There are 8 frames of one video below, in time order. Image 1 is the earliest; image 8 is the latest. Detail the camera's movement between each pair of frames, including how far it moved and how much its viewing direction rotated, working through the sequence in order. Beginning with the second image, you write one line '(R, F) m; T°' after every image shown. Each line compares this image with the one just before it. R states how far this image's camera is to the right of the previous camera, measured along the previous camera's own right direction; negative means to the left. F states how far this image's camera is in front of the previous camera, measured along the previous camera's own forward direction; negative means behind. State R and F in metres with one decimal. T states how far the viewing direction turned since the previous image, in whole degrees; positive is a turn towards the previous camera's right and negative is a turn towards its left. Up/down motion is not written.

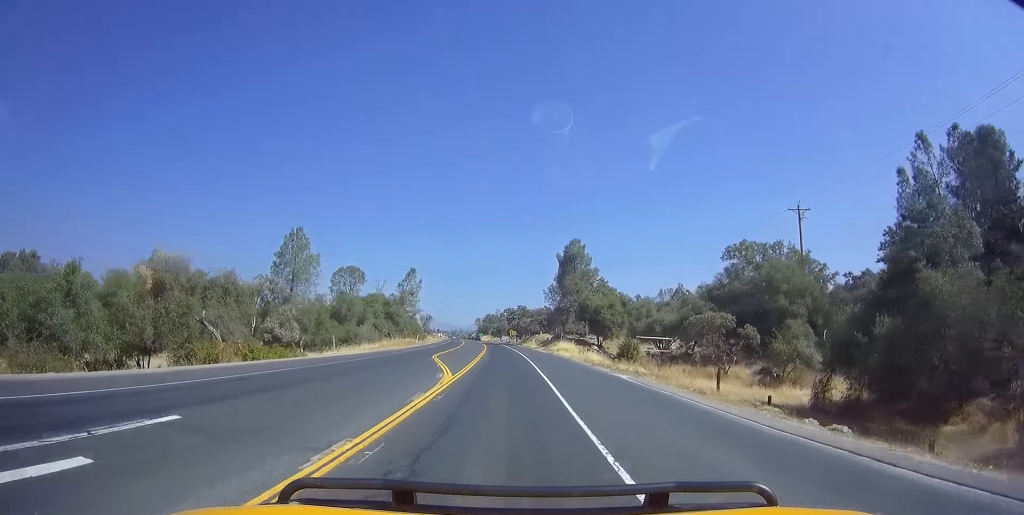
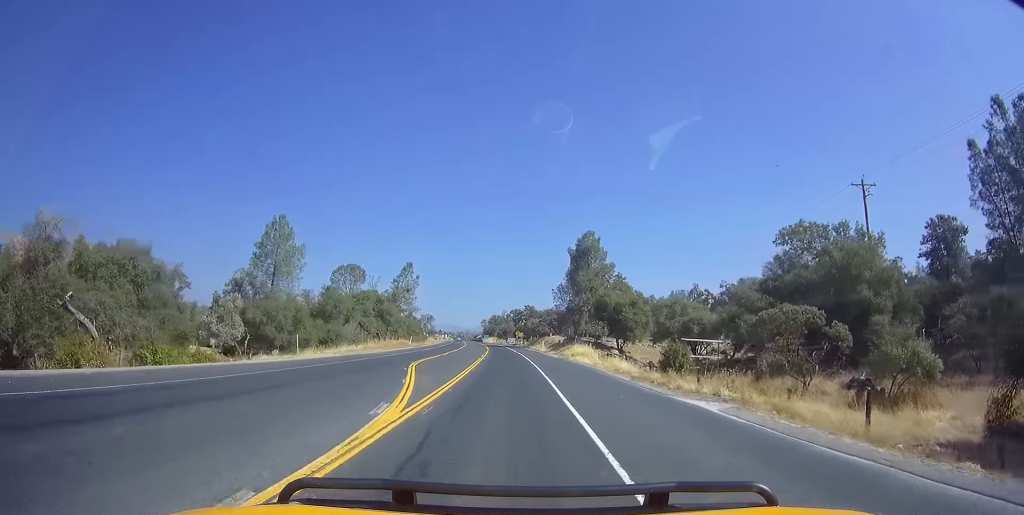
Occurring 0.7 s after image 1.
(0.0, +10.6) m; -1°
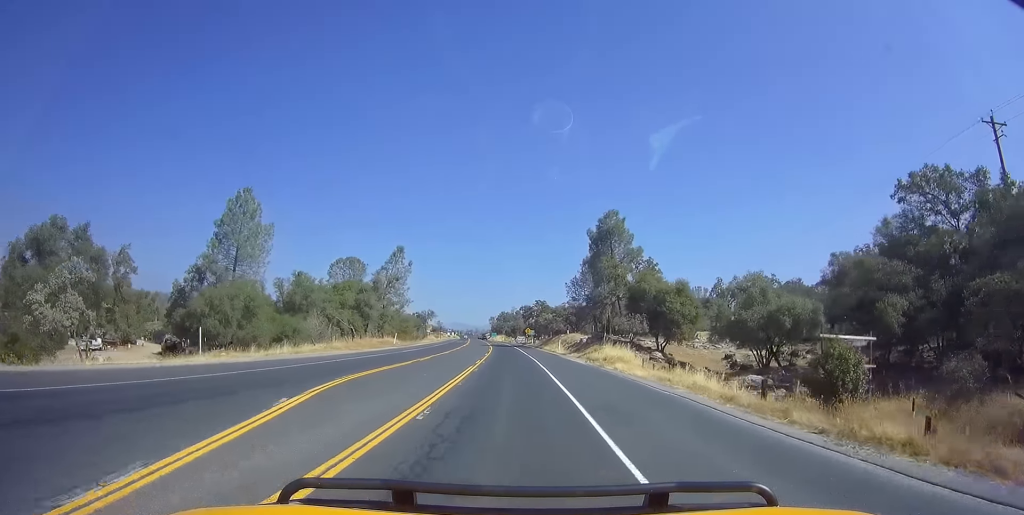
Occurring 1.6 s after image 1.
(-0.1, +15.3) m; -3°
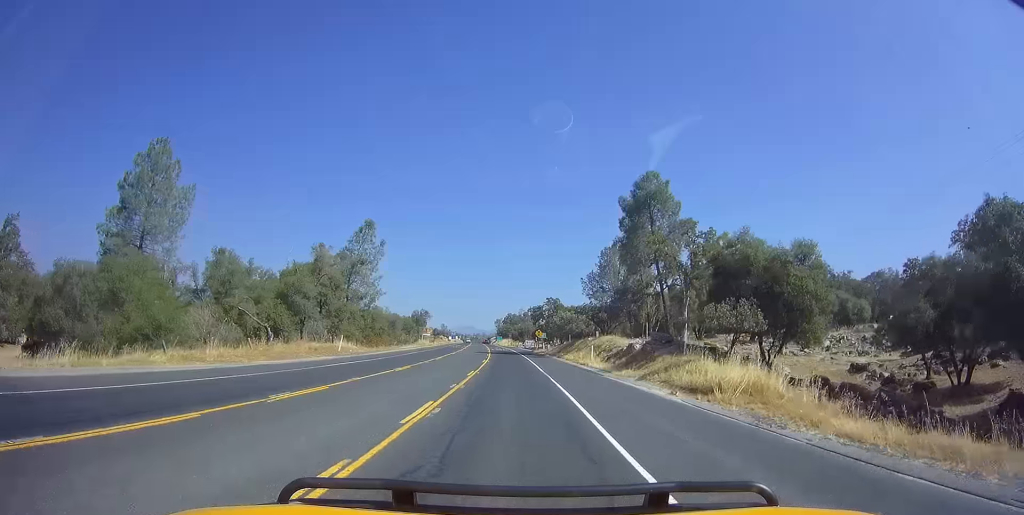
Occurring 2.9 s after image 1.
(-0.5, +21.7) m; 0°
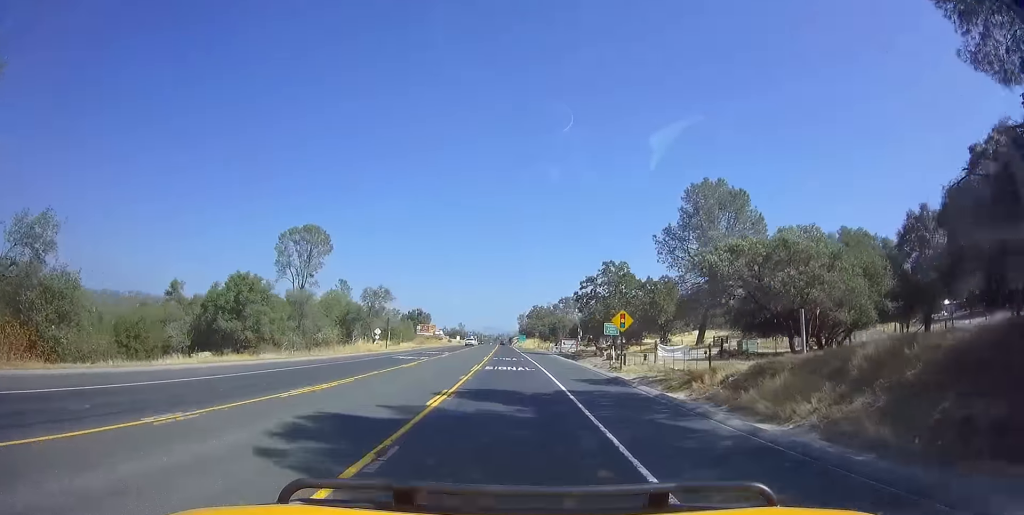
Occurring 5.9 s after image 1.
(-0.1, +56.0) m; -1°
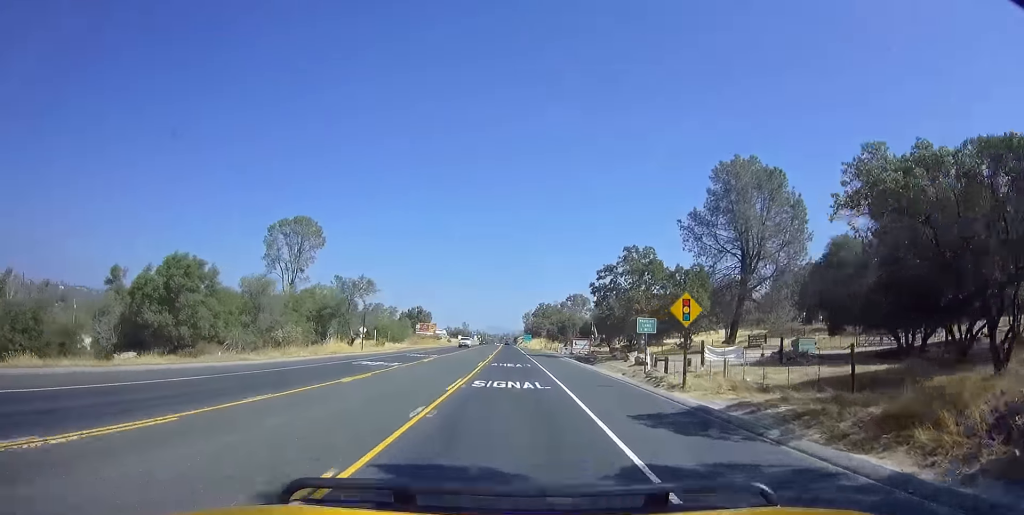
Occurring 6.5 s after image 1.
(-0.3, +10.7) m; -1°
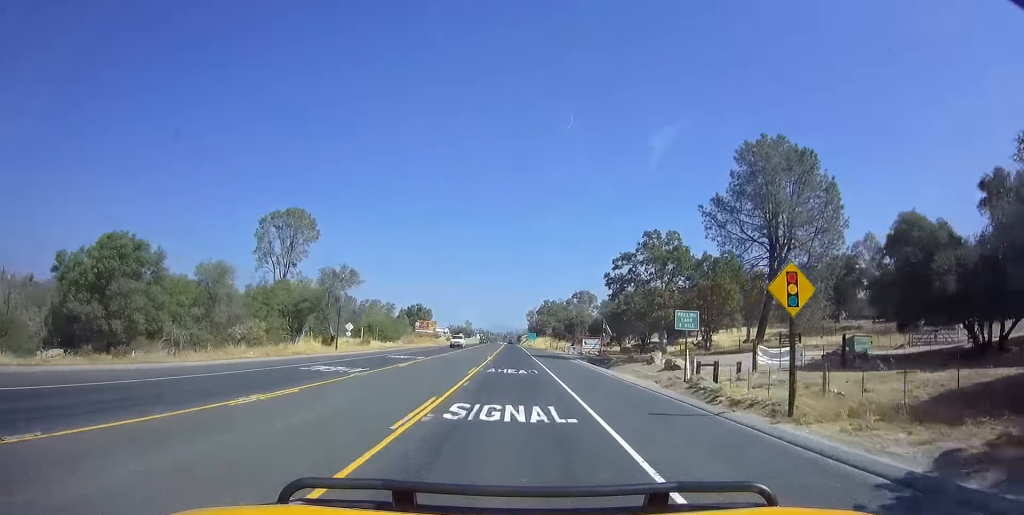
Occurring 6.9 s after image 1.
(0.0, +7.7) m; 0°
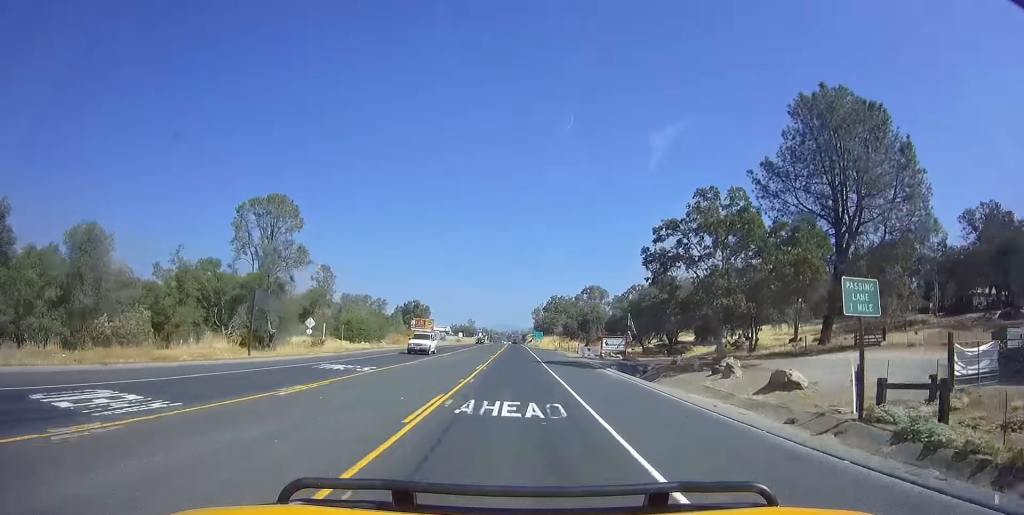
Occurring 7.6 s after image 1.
(0.0, +14.2) m; 0°
